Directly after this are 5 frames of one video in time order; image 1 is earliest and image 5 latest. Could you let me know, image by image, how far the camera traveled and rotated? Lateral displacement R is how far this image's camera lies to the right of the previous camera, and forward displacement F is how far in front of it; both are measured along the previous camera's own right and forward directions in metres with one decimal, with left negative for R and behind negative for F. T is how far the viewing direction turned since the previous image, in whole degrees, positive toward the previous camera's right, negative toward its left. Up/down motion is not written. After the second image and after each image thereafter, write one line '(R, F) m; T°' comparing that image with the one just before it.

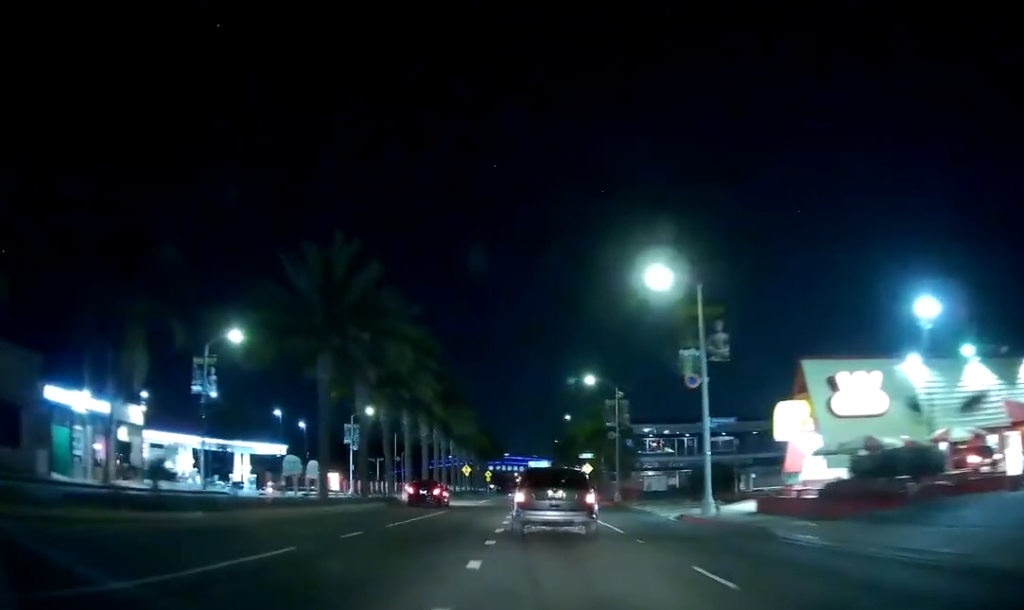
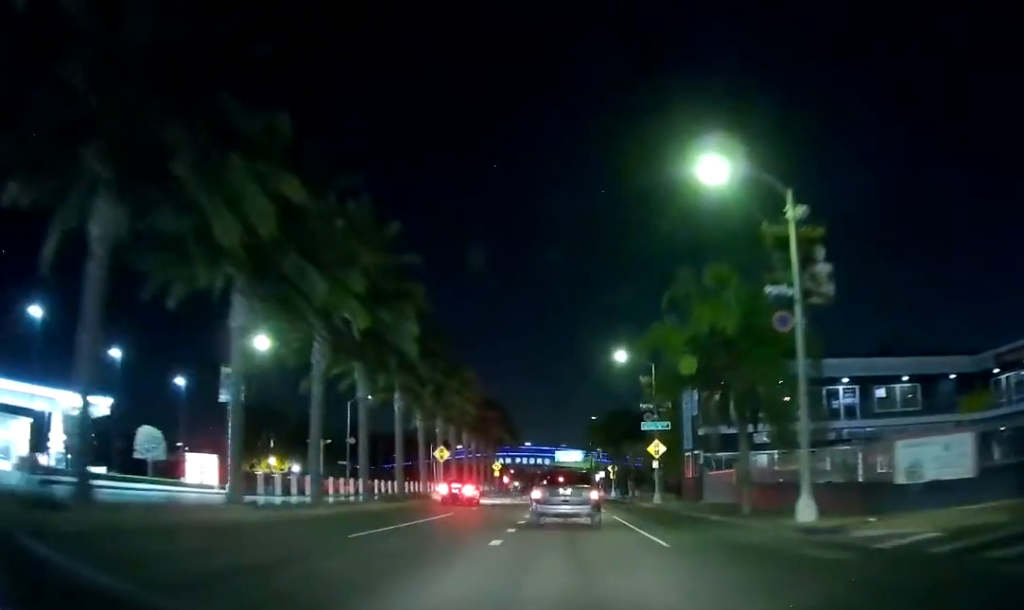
(-1.6, +41.2) m; -2°
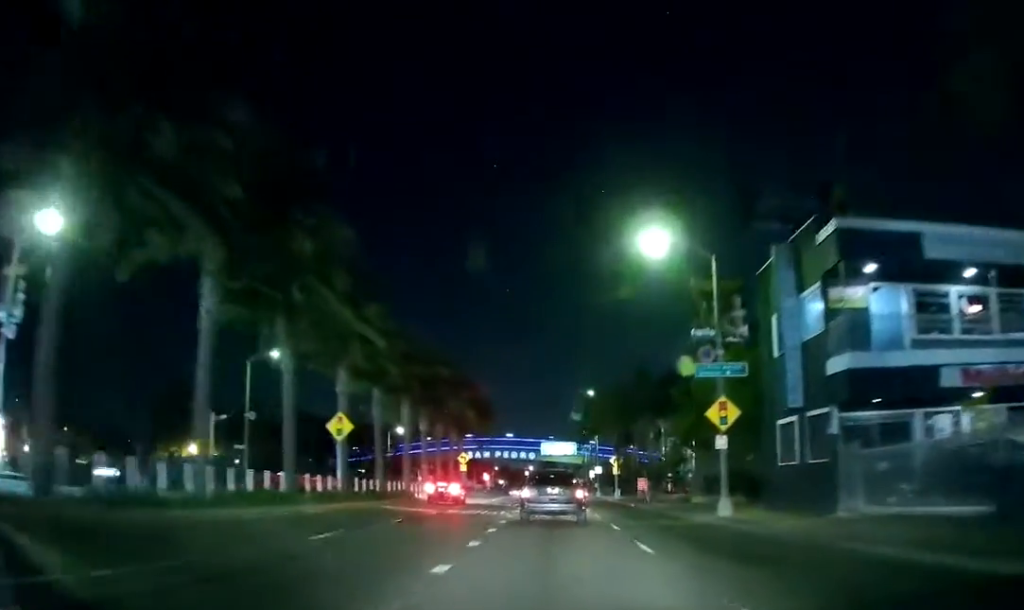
(+0.4, +23.0) m; +3°
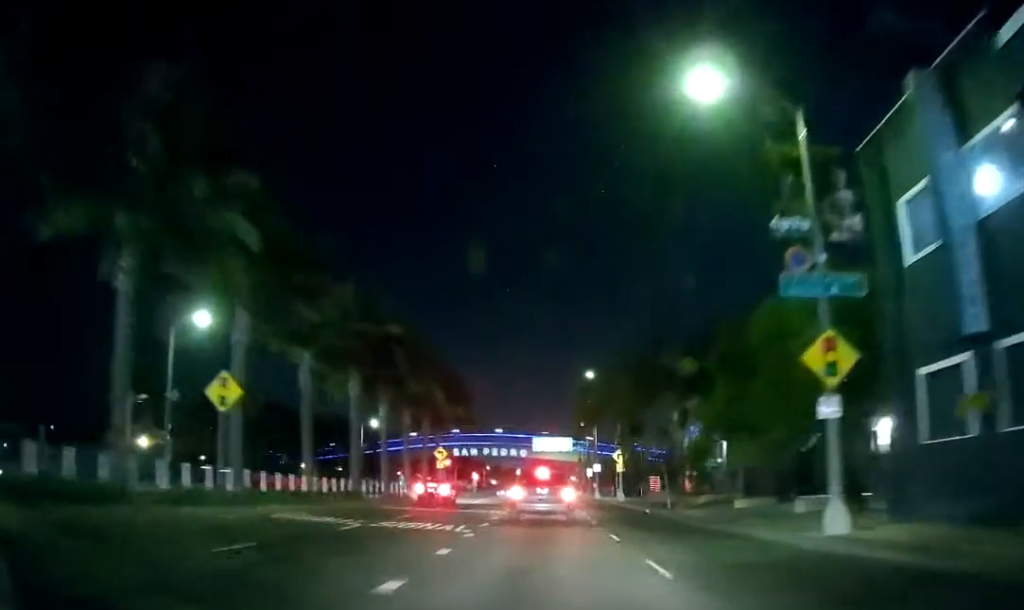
(+0.5, +11.1) m; 0°
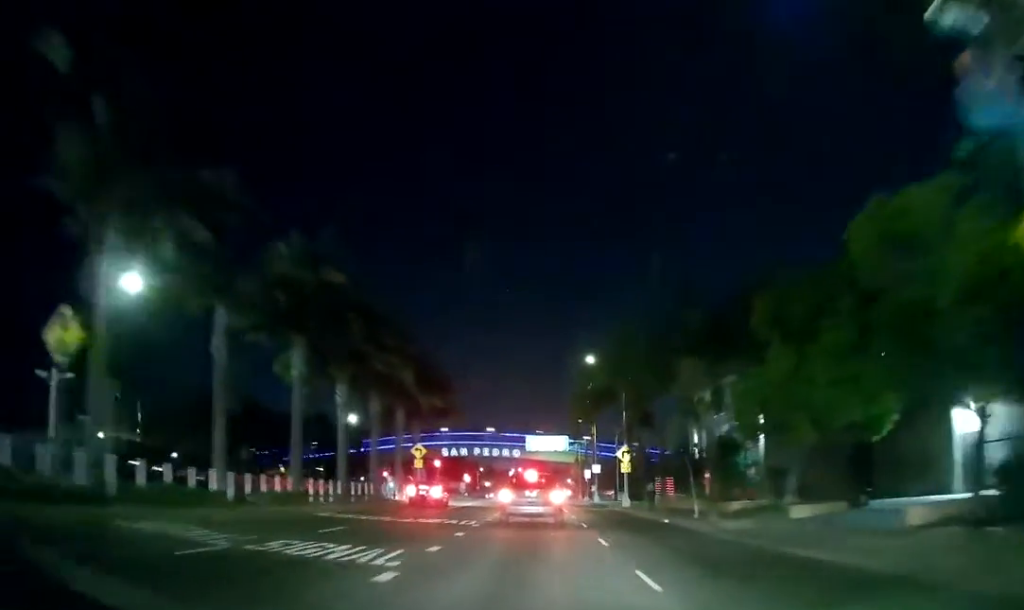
(-0.3, +7.5) m; -1°
